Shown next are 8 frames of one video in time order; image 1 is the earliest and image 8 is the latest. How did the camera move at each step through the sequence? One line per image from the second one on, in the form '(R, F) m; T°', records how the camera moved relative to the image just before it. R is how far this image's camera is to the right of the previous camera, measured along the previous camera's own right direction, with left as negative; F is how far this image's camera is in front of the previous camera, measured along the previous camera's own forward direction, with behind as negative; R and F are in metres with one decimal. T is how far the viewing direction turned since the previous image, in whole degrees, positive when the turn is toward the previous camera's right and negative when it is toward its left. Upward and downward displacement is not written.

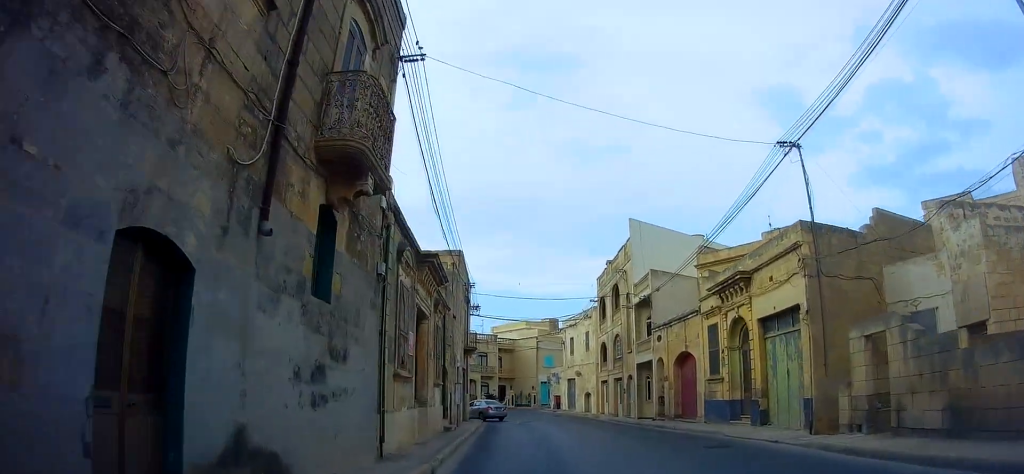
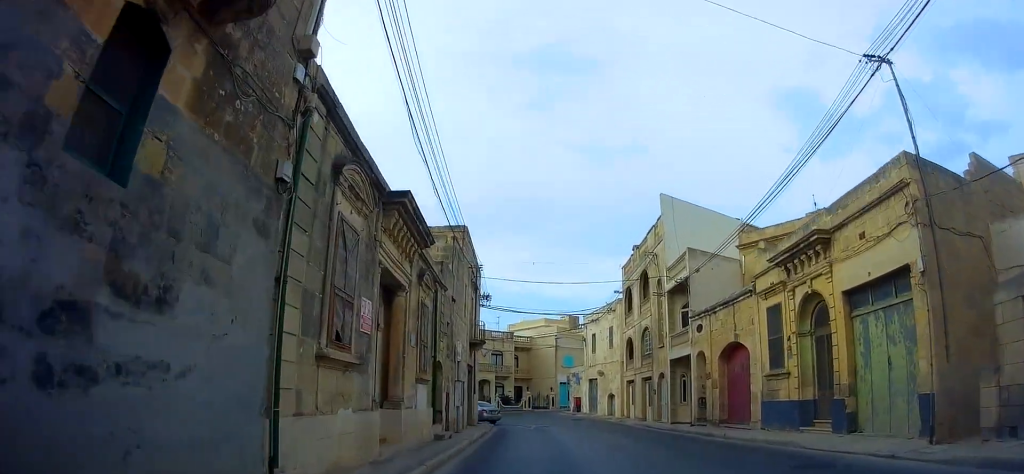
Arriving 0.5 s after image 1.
(-0.1, +4.1) m; -1°
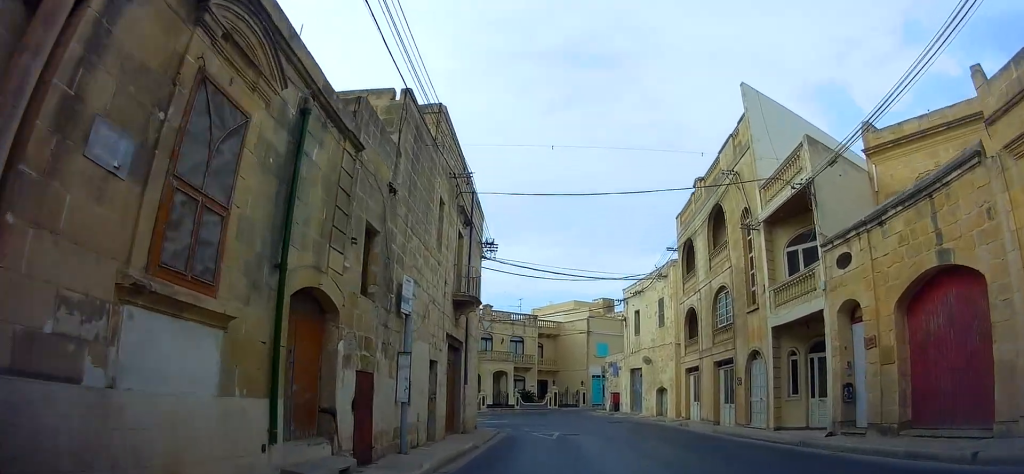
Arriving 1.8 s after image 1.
(-0.1, +10.0) m; -4°
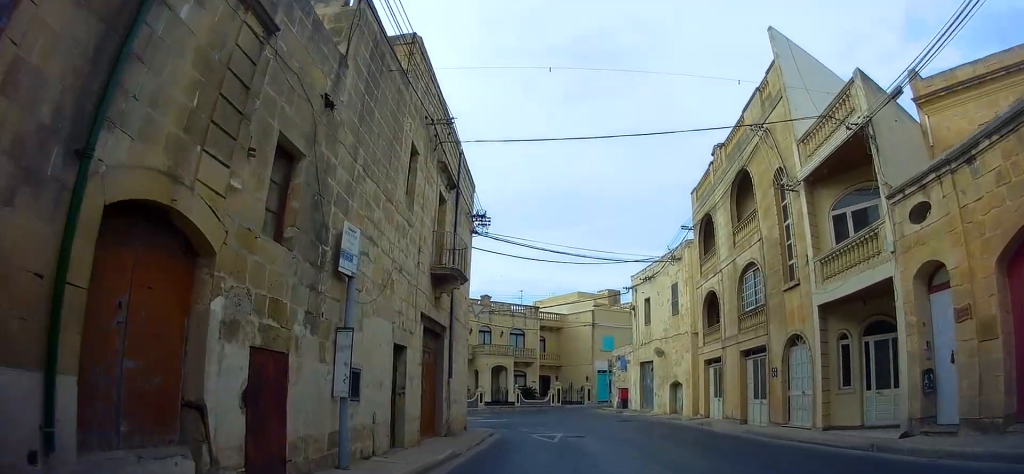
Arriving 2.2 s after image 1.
(-0.2, +3.1) m; -2°
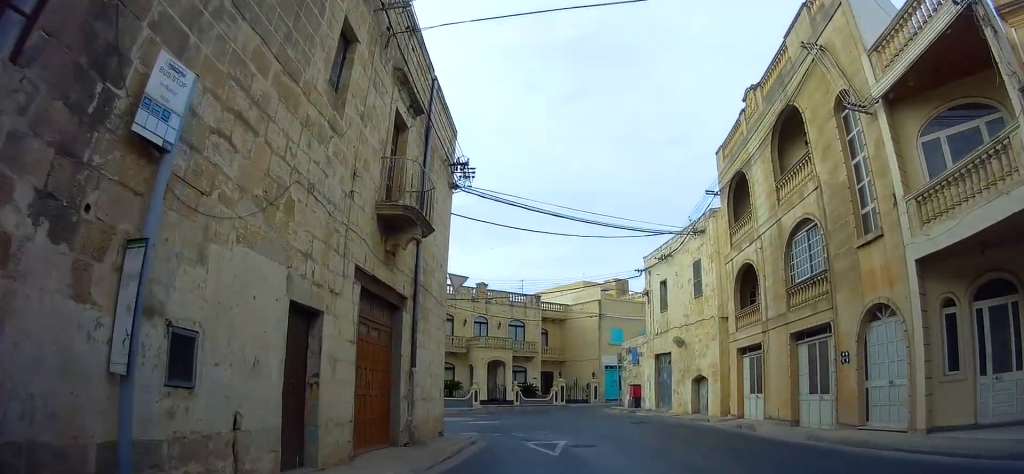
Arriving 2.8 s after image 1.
(-0.1, +4.4) m; -2°
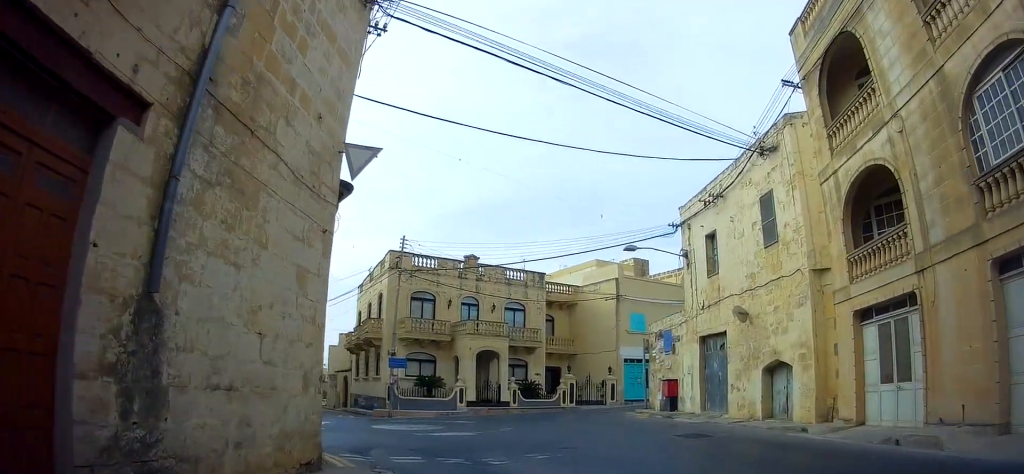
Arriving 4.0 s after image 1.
(+0.2, +8.8) m; +4°
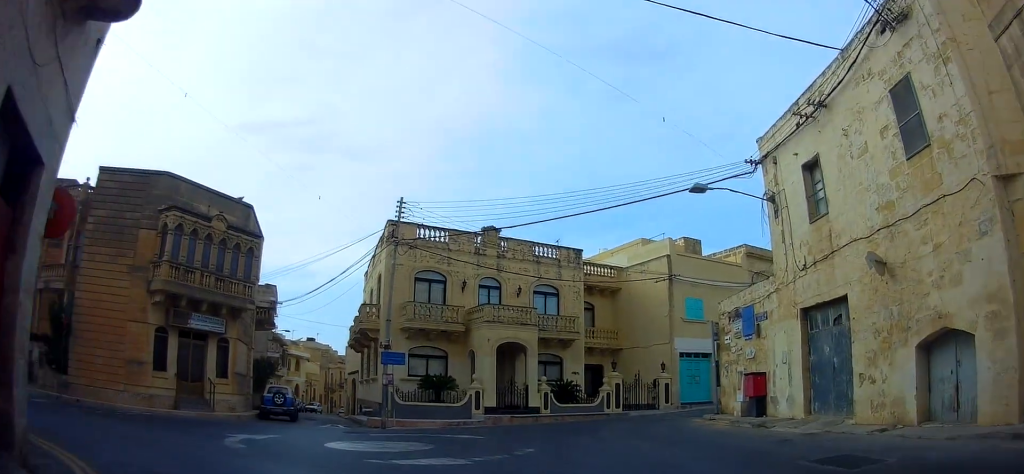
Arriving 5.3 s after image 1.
(+0.2, +7.9) m; -7°
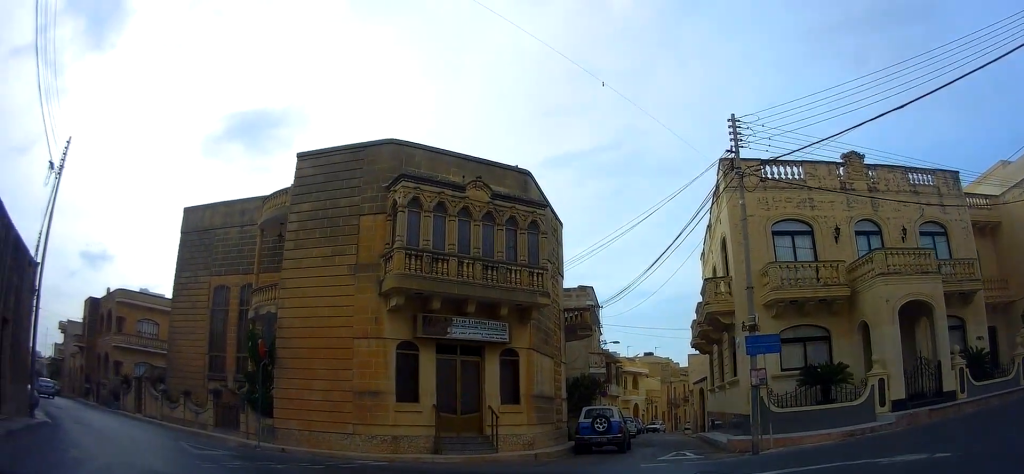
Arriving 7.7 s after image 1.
(-2.1, +8.7) m; -31°
